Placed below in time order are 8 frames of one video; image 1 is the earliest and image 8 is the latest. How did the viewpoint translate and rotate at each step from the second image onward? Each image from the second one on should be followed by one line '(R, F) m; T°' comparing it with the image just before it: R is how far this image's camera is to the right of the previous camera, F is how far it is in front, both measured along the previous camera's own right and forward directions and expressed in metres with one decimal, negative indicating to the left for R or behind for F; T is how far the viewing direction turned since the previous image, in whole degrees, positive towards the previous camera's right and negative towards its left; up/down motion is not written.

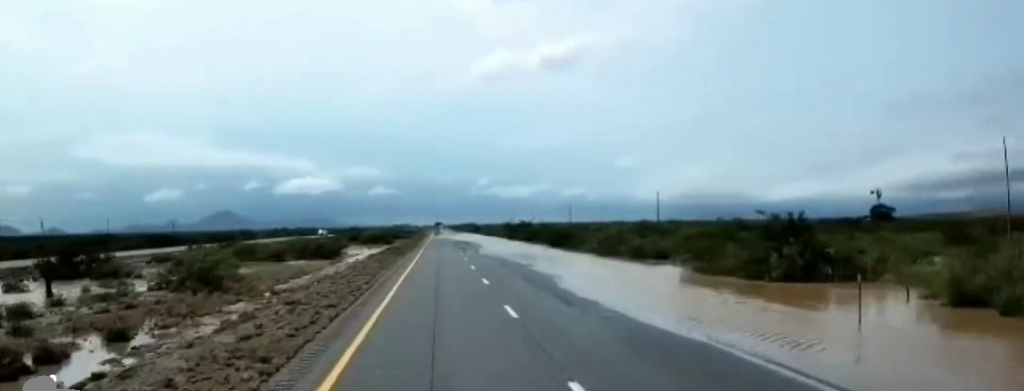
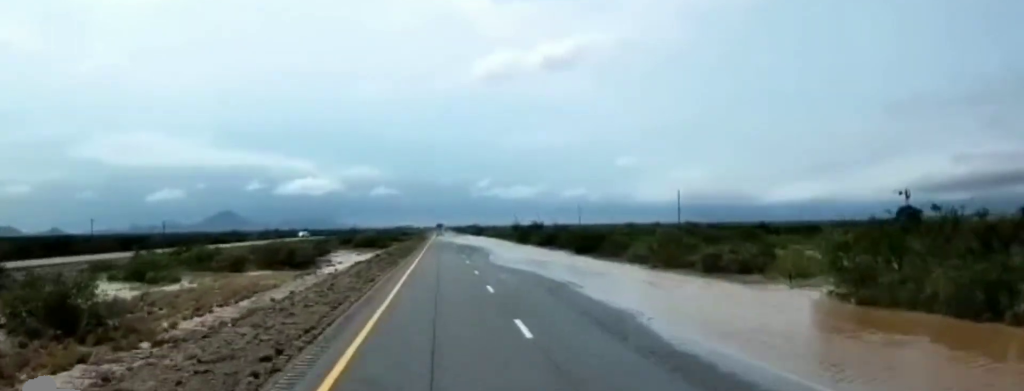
(0.0, +15.9) m; 0°
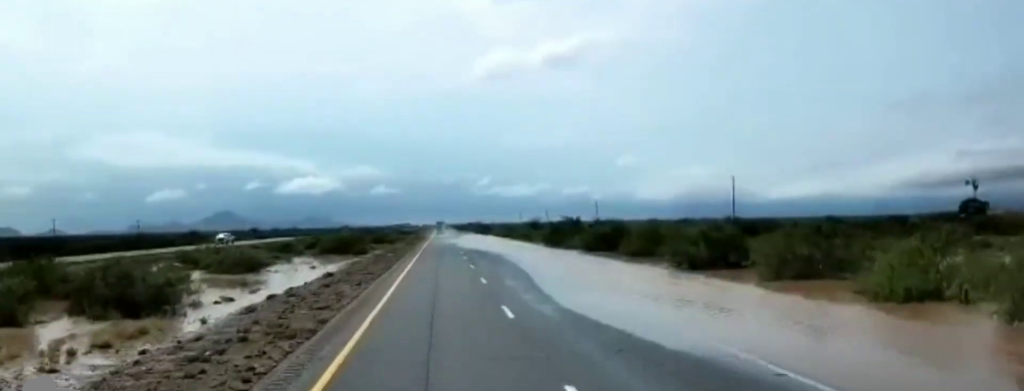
(0.0, +32.2) m; -1°
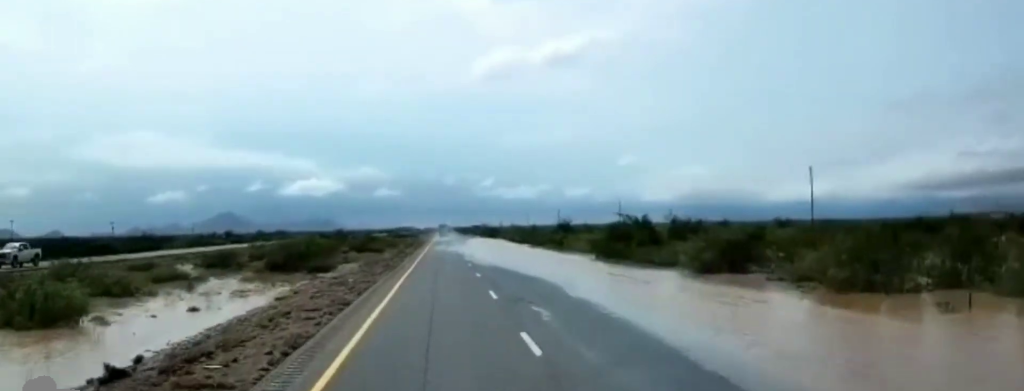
(-0.4, +28.6) m; 0°
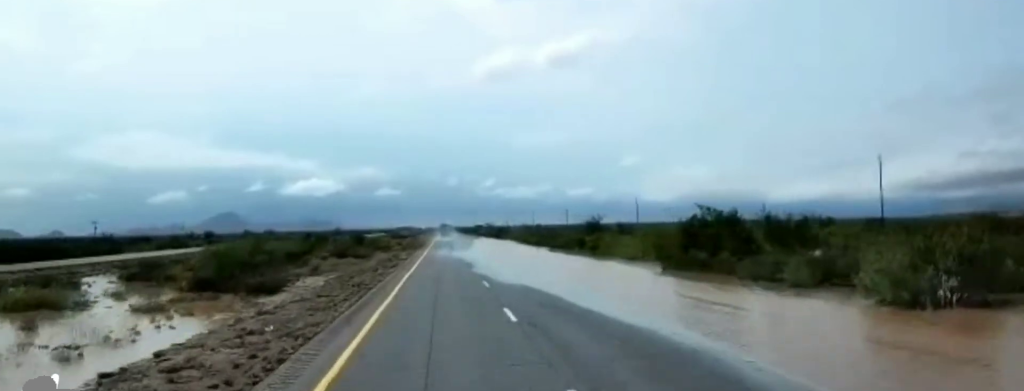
(+0.3, +18.5) m; 0°
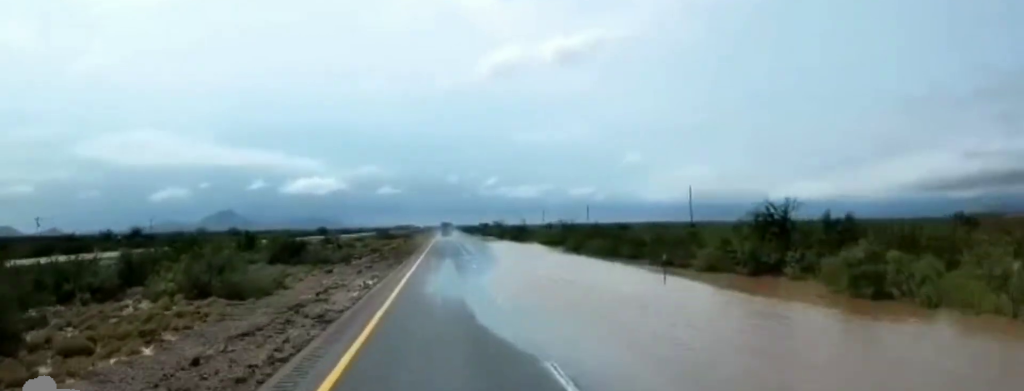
(-0.5, +45.4) m; 0°
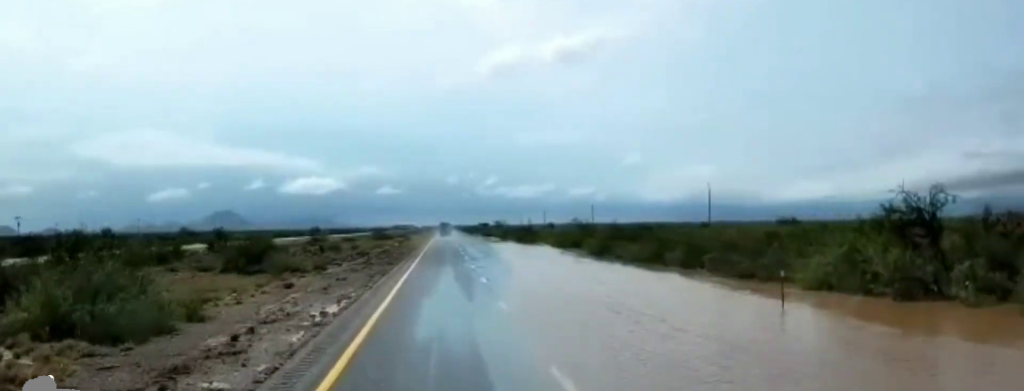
(0.0, +12.6) m; +1°
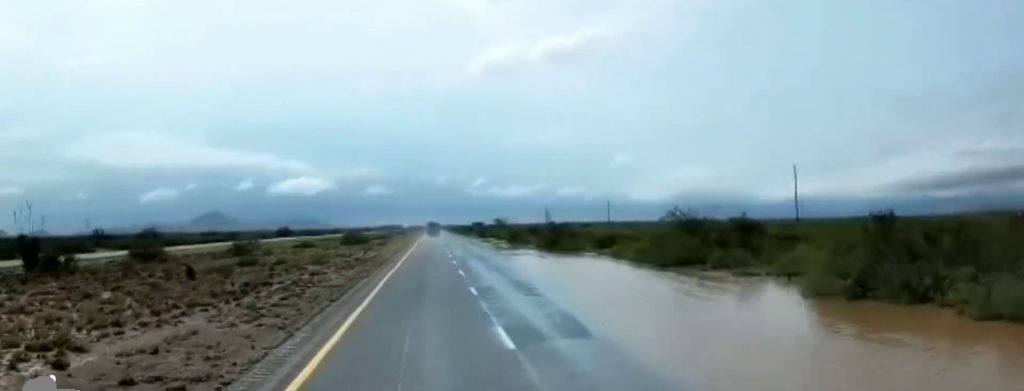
(+0.7, +43.6) m; +1°
